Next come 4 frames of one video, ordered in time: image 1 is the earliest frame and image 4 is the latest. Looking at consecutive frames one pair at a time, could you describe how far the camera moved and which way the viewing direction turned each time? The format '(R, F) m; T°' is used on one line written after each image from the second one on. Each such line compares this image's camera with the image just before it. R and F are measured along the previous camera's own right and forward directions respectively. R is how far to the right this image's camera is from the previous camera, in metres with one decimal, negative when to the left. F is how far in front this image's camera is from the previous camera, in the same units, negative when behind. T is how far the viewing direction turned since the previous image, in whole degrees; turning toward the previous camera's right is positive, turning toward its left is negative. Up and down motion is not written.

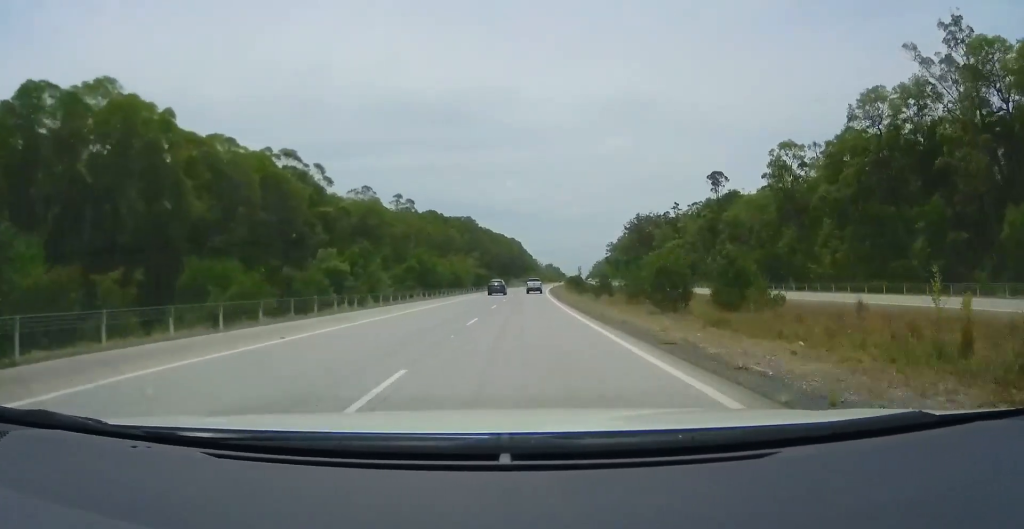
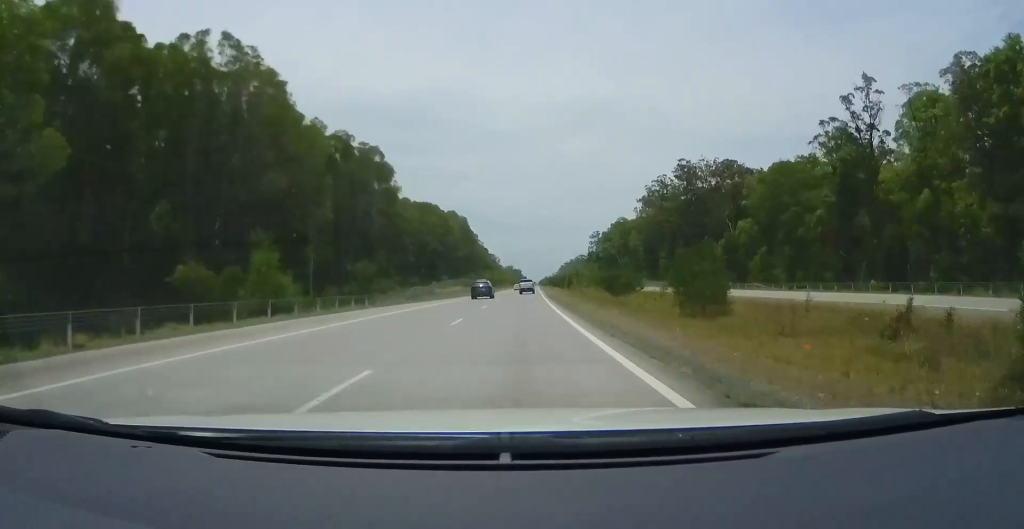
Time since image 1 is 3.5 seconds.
(+5.2, +106.7) m; +5°
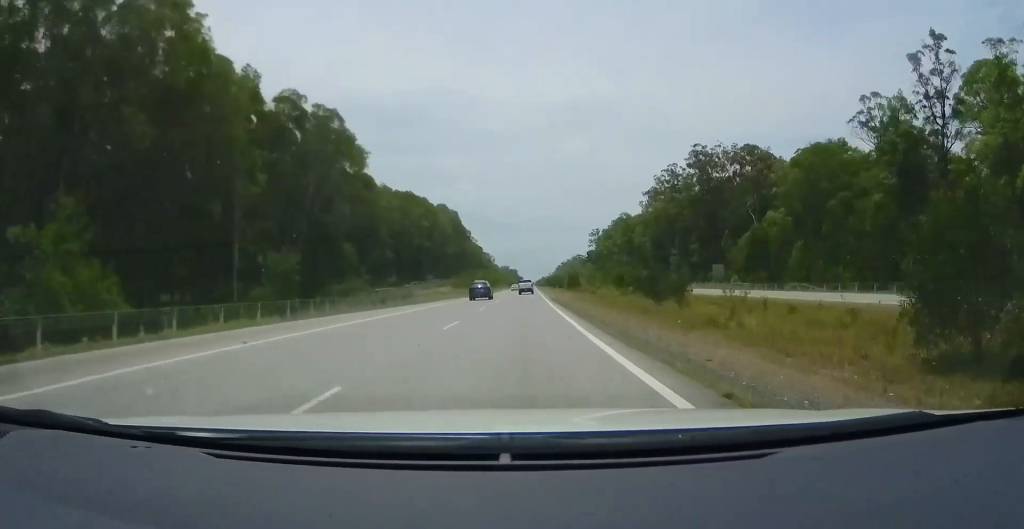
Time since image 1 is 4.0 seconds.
(+0.1, +13.4) m; 0°
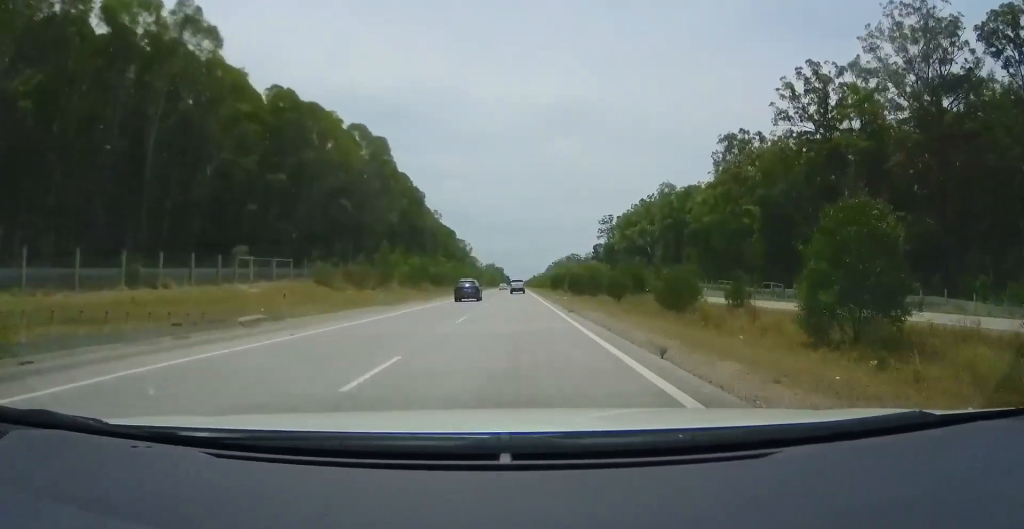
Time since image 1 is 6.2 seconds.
(+0.6, +69.2) m; +1°
